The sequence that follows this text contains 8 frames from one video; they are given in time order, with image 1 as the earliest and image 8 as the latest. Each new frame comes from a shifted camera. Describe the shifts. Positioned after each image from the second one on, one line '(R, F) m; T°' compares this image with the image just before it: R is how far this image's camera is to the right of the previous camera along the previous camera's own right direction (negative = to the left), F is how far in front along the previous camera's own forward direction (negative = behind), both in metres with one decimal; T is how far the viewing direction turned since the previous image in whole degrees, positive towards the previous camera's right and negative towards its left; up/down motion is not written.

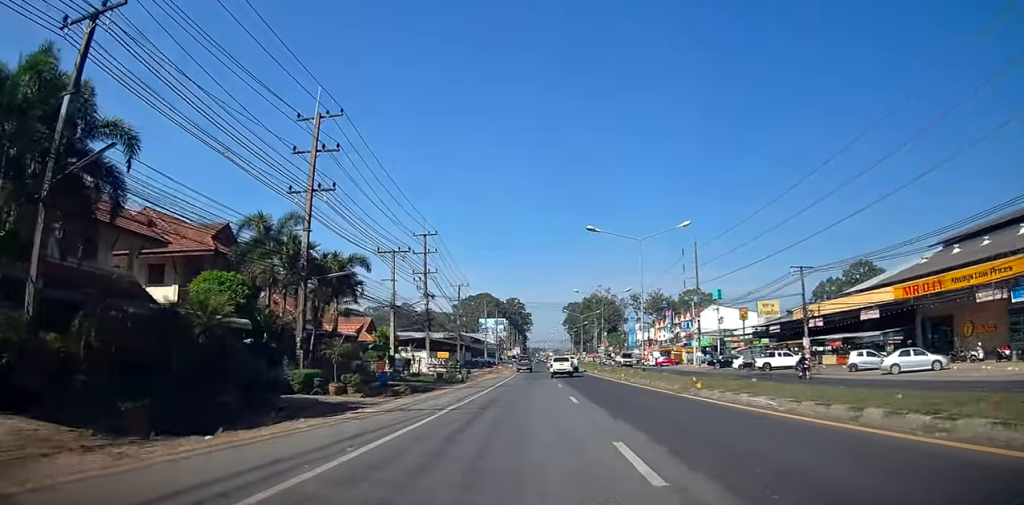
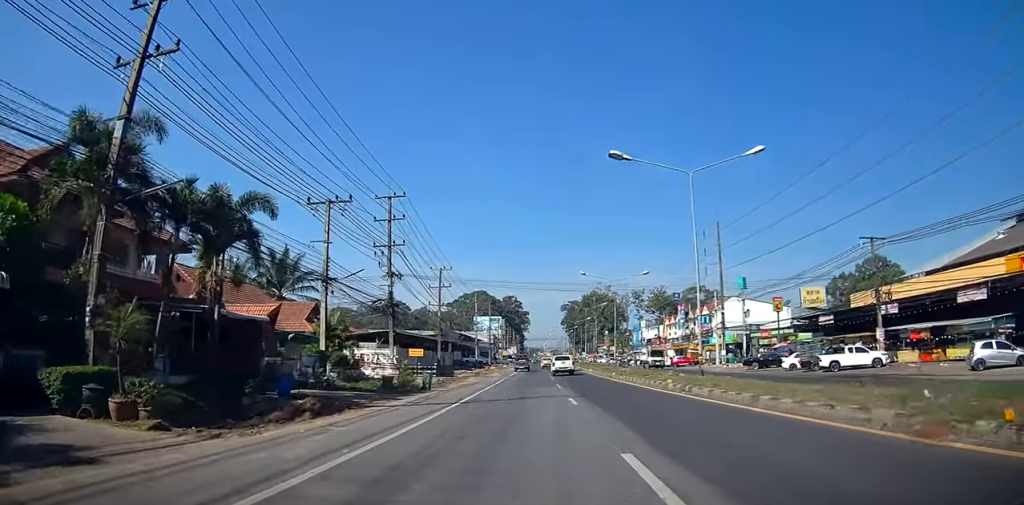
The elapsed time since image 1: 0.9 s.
(-0.1, +14.7) m; -1°
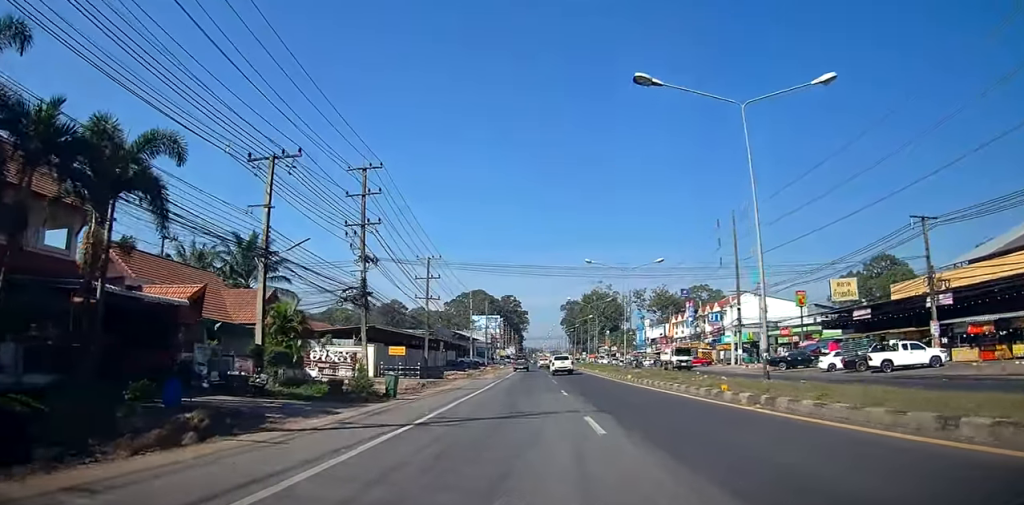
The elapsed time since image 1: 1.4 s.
(-0.1, +7.4) m; 0°
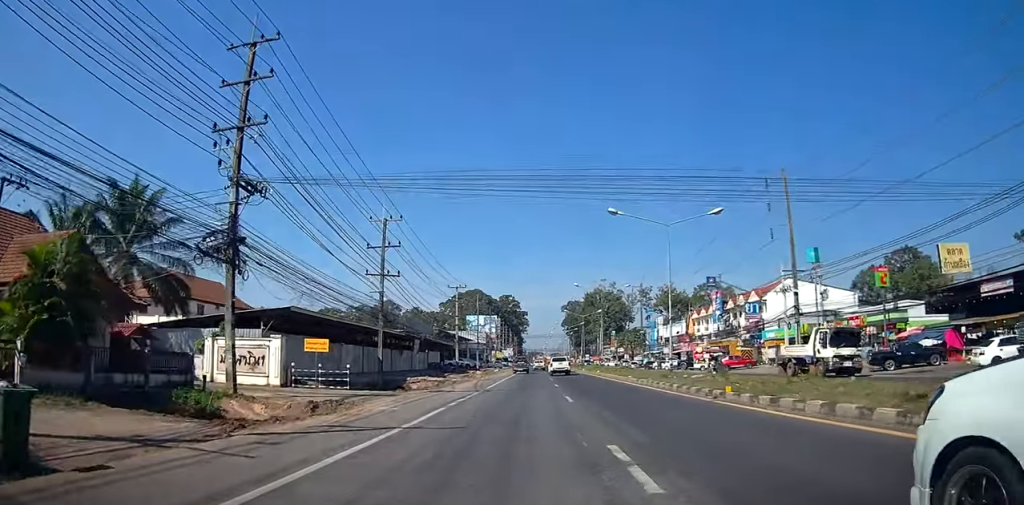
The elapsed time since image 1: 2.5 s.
(-0.1, +16.8) m; 0°
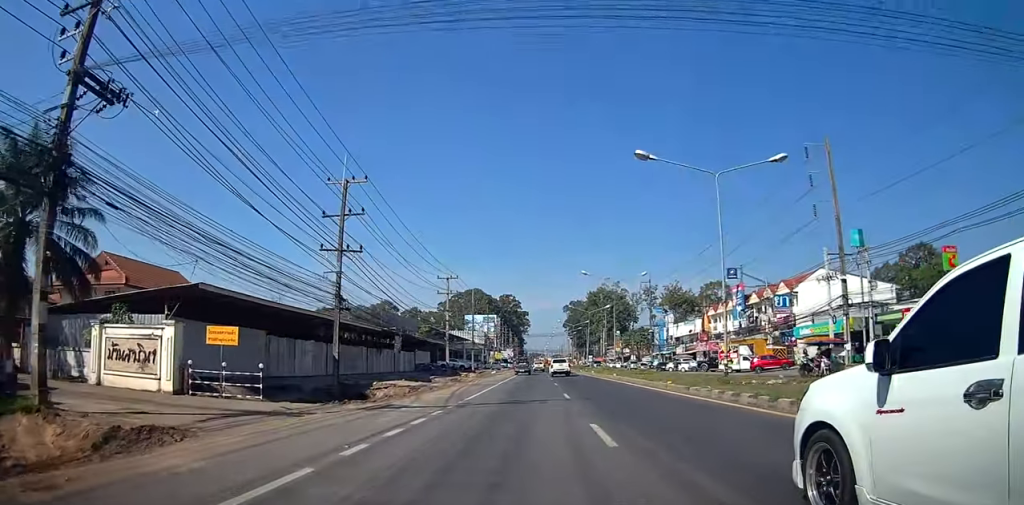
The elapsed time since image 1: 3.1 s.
(0.0, +8.9) m; 0°
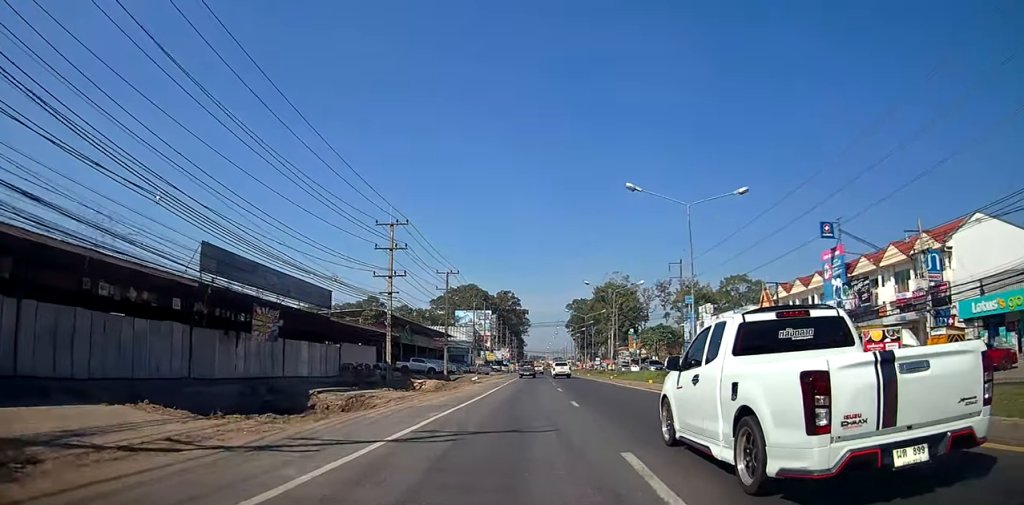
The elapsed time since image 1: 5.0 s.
(+0.2, +25.5) m; +1°
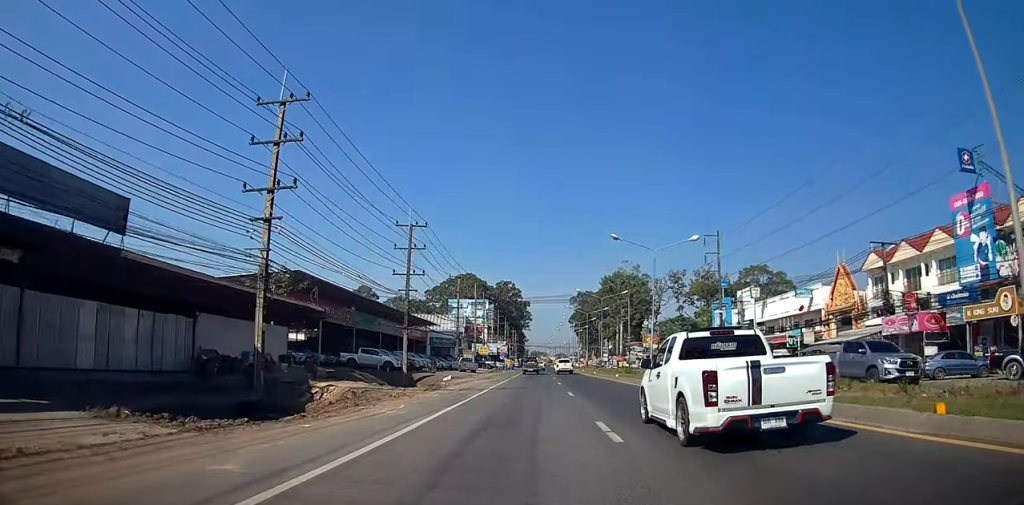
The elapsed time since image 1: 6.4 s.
(+0.1, +19.5) m; 0°
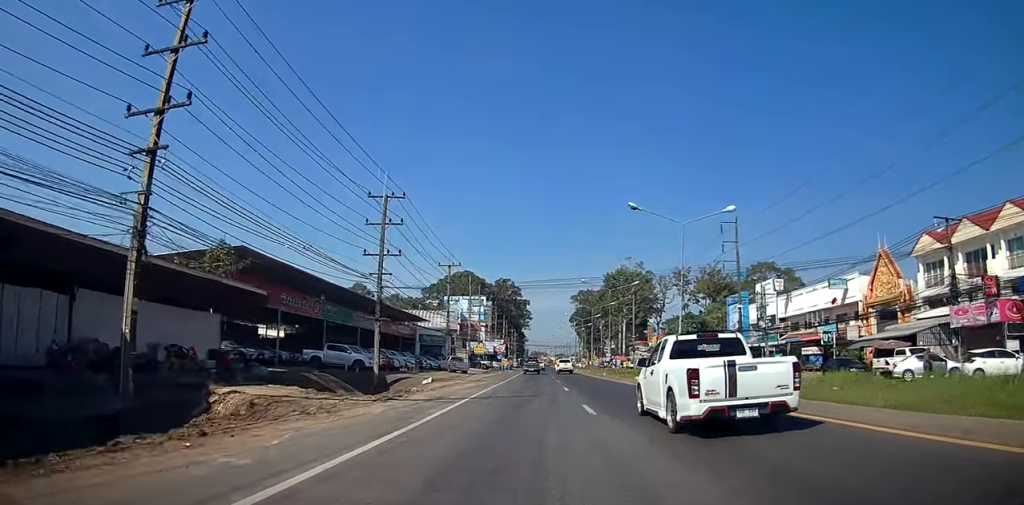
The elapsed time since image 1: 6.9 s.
(0.0, +8.1) m; 0°
